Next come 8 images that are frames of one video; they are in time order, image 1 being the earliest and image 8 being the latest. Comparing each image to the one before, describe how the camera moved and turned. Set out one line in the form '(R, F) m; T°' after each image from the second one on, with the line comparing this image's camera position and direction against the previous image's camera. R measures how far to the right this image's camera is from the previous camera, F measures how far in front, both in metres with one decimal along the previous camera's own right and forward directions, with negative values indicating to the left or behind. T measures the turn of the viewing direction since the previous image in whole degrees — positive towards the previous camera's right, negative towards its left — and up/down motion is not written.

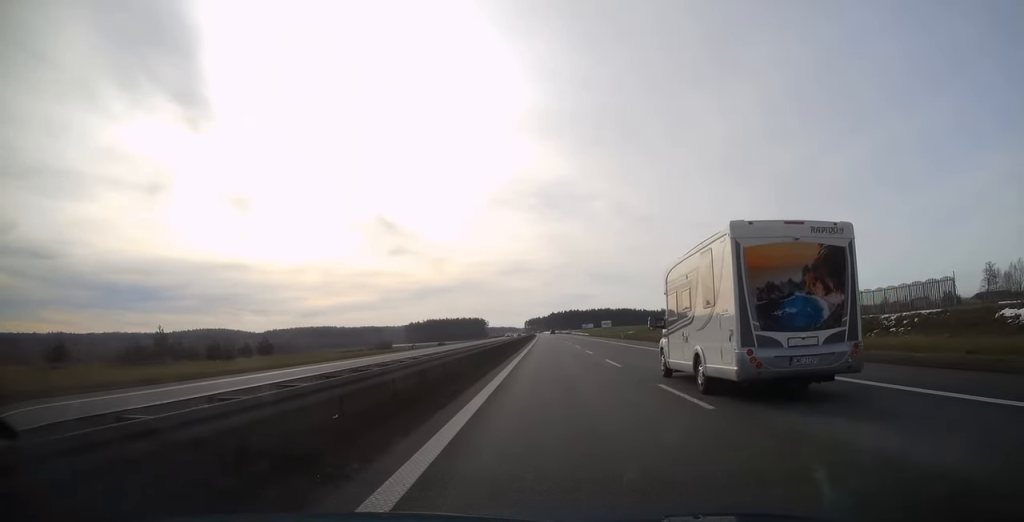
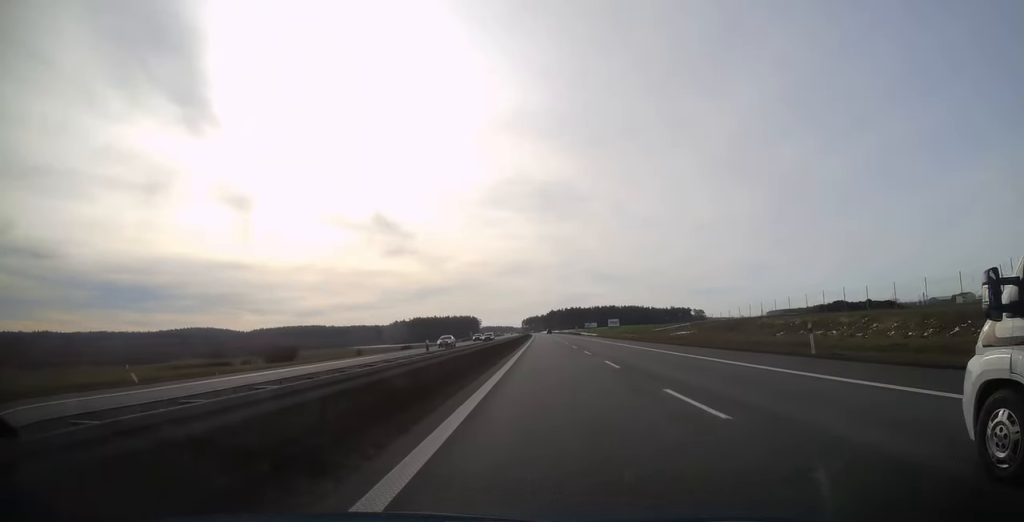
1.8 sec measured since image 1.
(0.0, +60.7) m; 0°
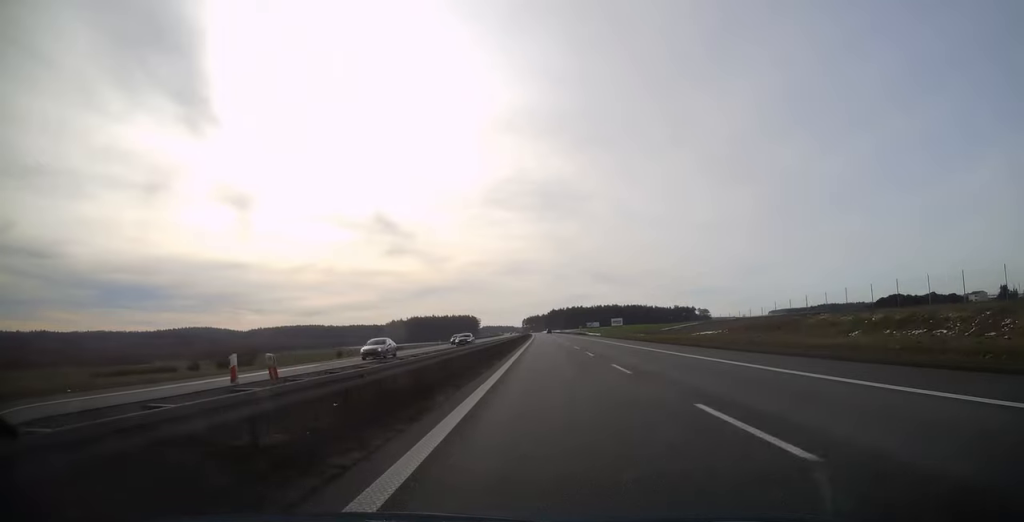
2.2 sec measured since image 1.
(0.0, +14.7) m; 0°
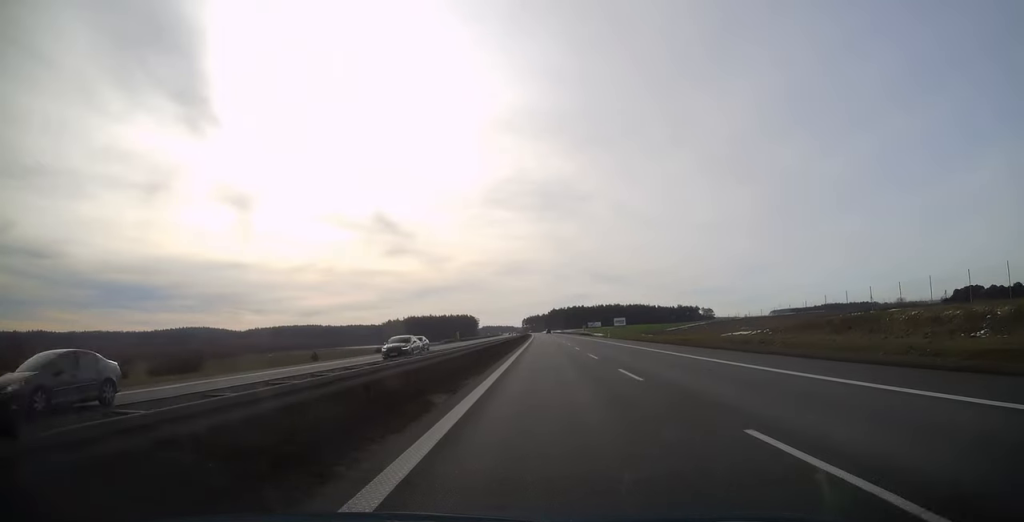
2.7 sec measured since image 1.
(0.0, +14.6) m; 0°
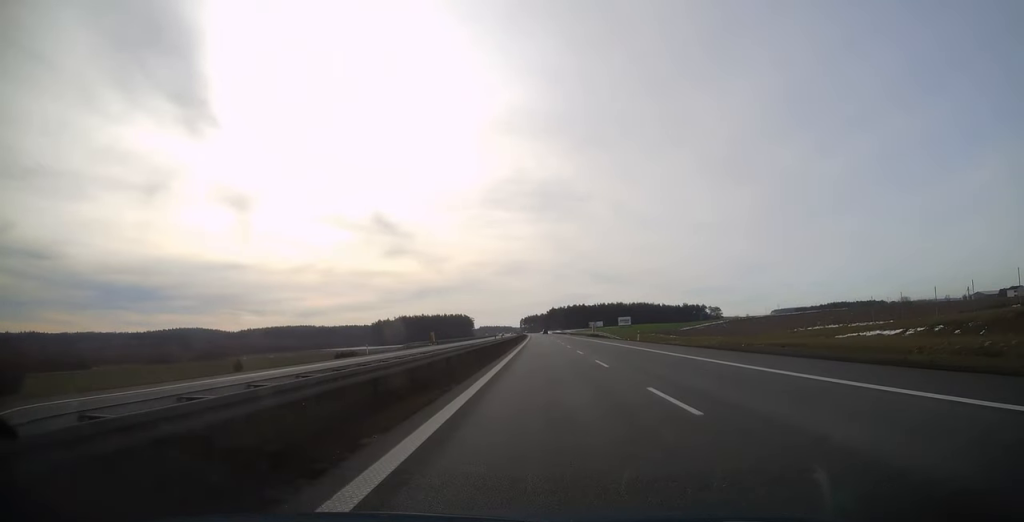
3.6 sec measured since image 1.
(0.0, +30.3) m; 0°
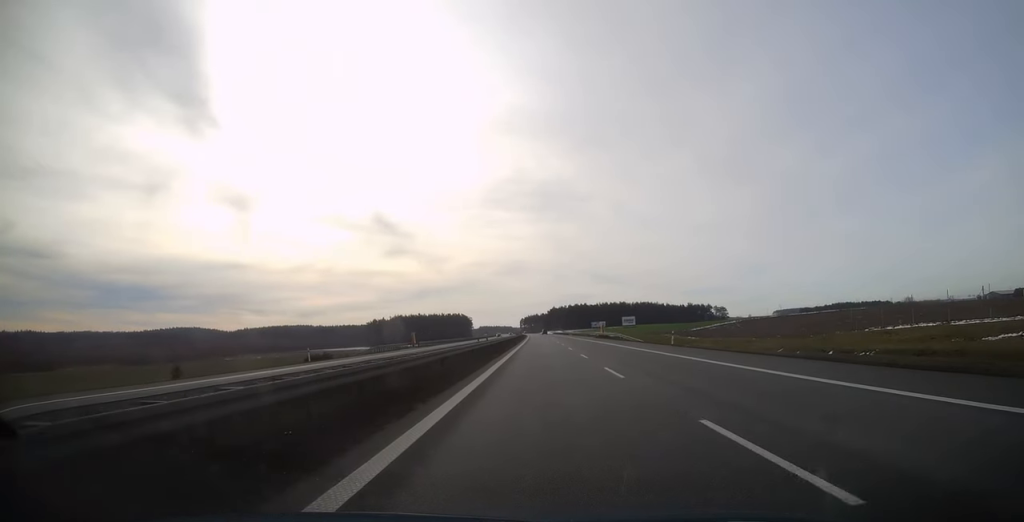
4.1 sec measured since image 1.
(0.0, +16.8) m; 0°
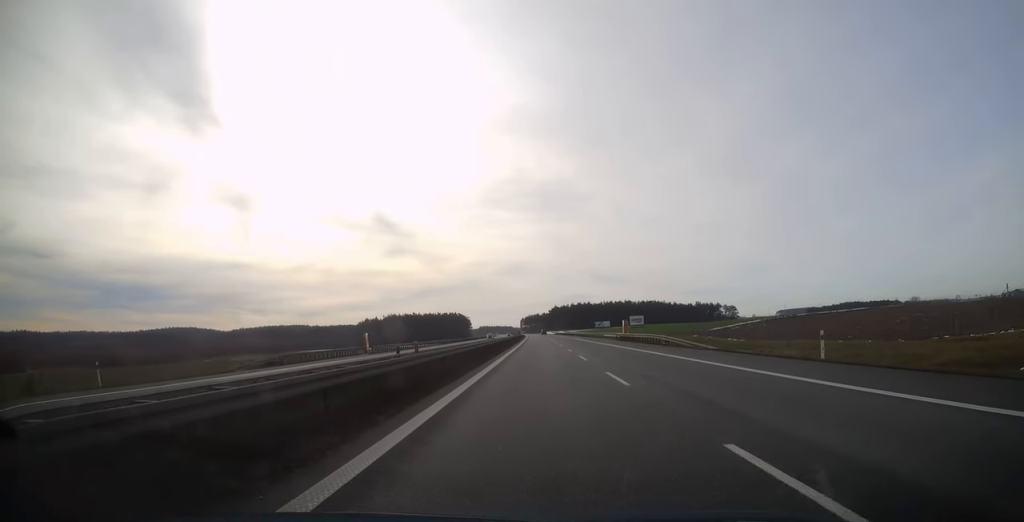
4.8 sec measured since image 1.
(-0.1, +25.8) m; 0°
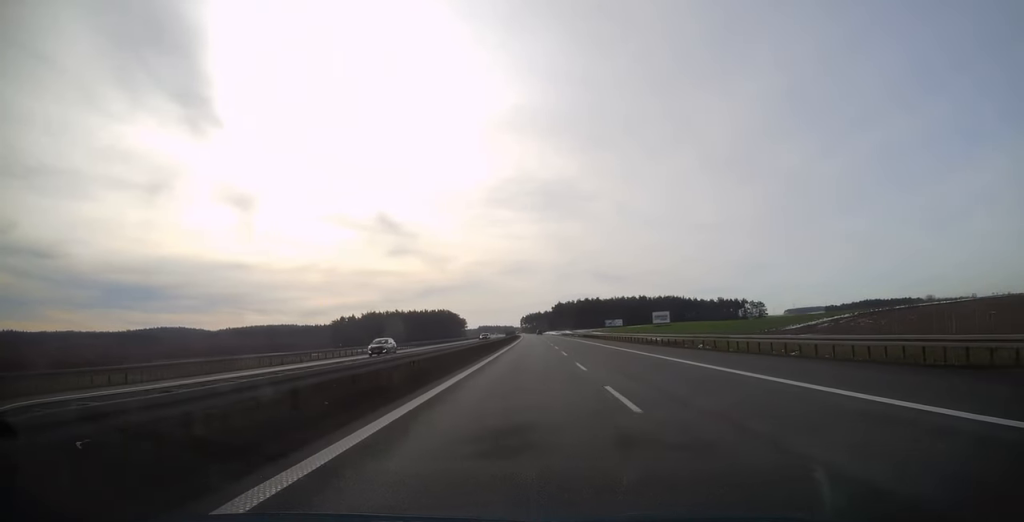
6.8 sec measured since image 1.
(0.0, +64.5) m; 0°
